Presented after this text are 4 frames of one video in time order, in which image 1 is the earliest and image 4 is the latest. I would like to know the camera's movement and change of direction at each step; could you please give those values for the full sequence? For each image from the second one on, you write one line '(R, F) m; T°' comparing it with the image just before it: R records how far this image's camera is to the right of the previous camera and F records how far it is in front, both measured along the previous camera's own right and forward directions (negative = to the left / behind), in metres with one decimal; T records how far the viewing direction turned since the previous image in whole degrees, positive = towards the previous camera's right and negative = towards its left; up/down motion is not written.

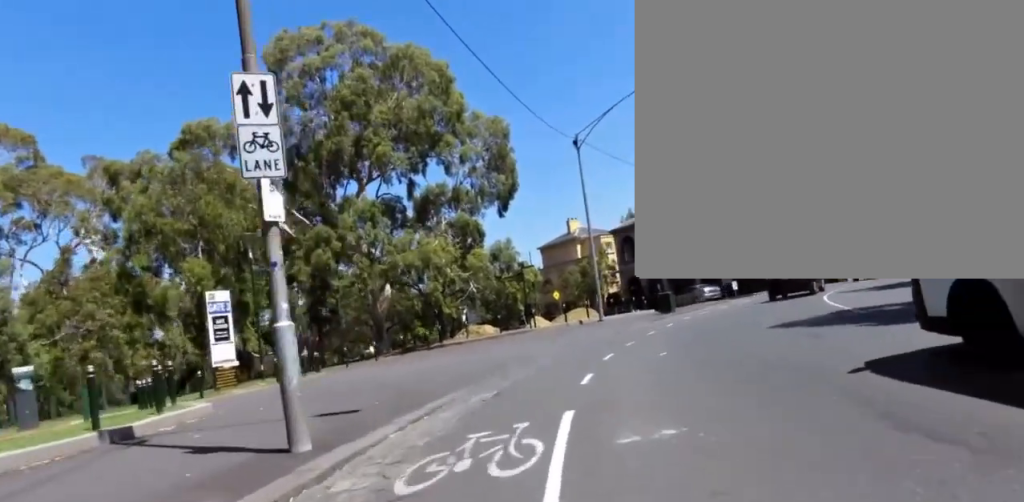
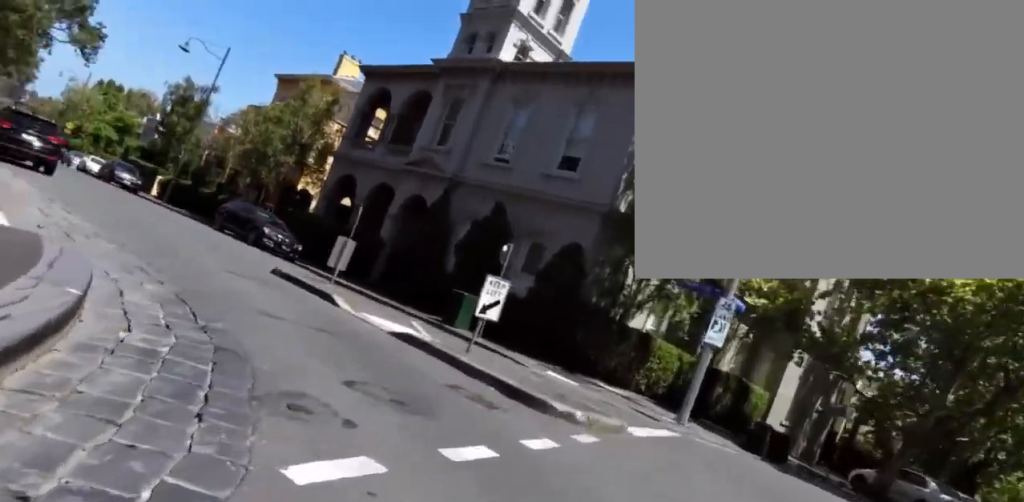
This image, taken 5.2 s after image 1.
(+7.2, +36.0) m; -3°
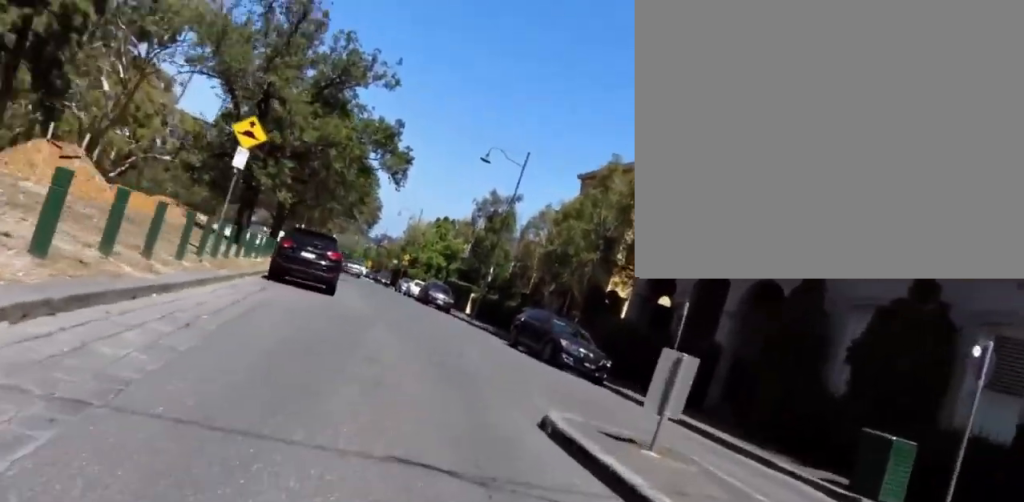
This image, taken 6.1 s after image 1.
(-0.1, +5.5) m; -5°
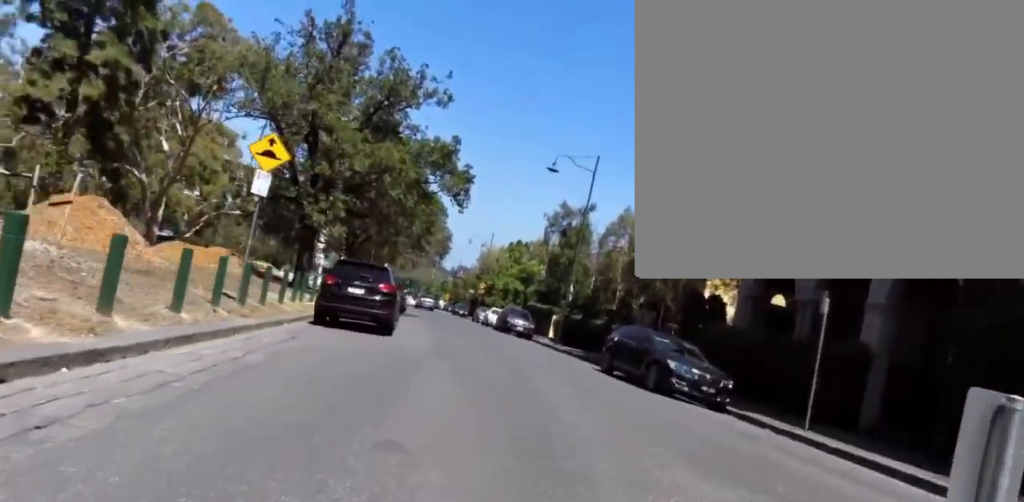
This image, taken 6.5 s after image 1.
(-0.1, +2.6) m; -7°
